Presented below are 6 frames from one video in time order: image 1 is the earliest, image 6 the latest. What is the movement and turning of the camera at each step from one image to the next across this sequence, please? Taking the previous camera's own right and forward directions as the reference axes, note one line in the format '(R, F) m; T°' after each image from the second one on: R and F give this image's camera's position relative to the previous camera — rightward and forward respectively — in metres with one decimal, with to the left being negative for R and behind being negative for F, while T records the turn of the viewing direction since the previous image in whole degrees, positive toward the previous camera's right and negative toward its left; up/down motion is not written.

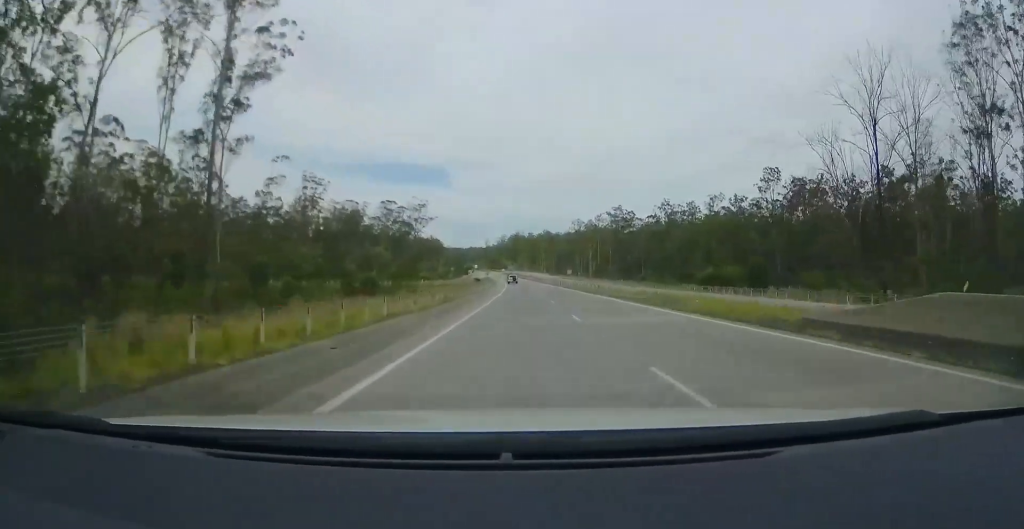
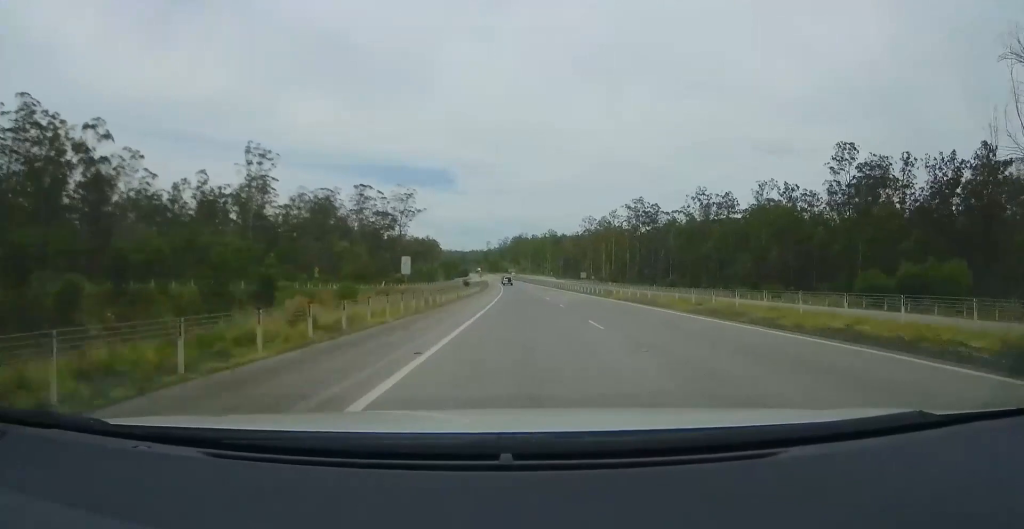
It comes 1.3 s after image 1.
(+0.3, +38.2) m; 0°
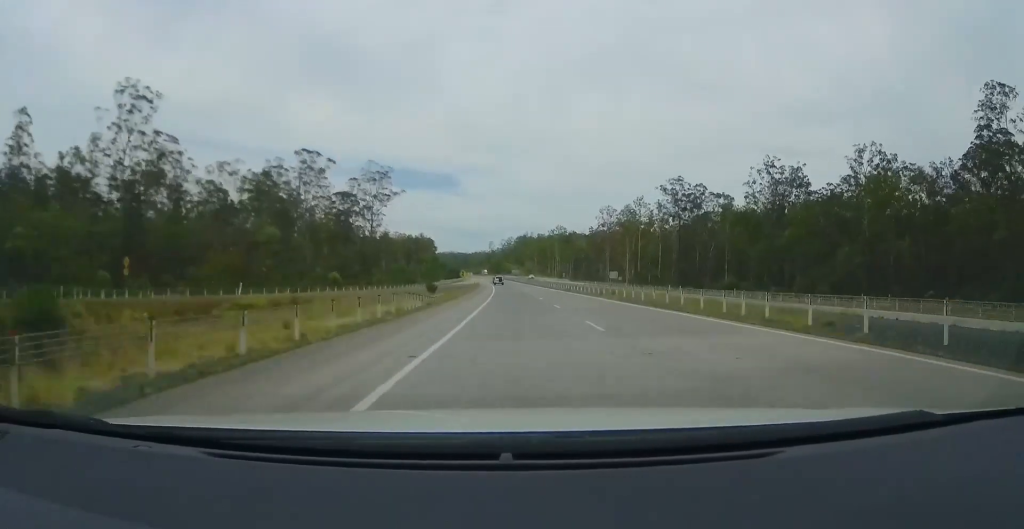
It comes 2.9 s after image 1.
(-0.1, +47.9) m; 0°
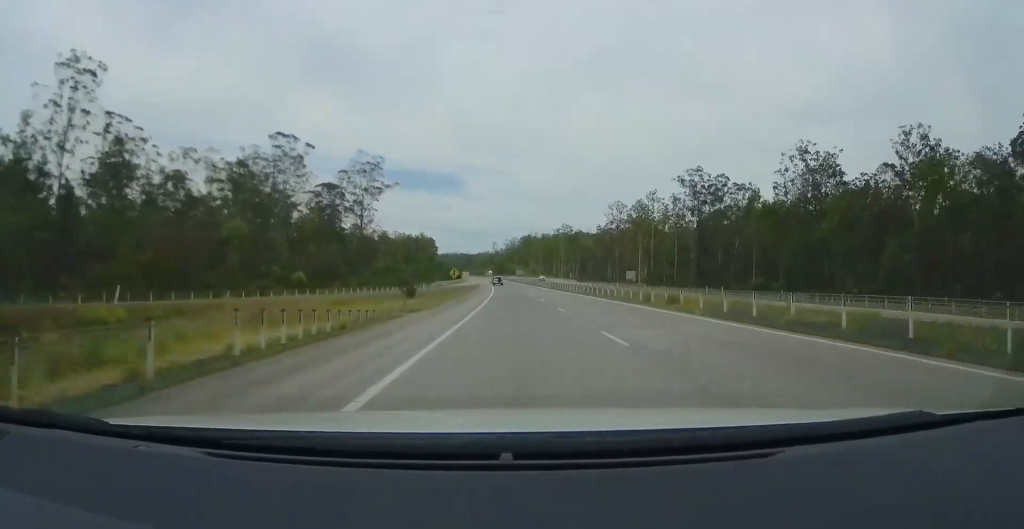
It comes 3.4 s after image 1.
(+0.2, +14.2) m; 0°
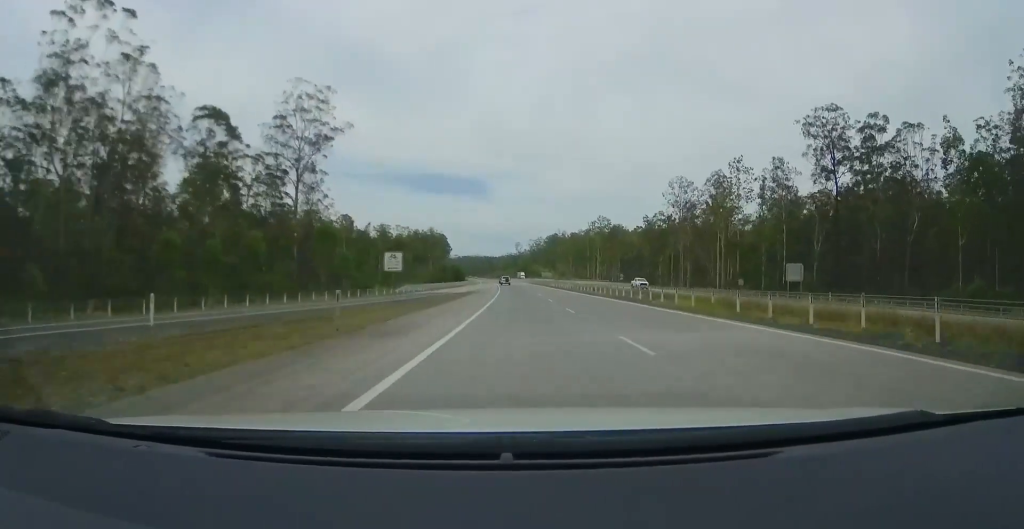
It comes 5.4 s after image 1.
(-1.5, +60.2) m; -3°
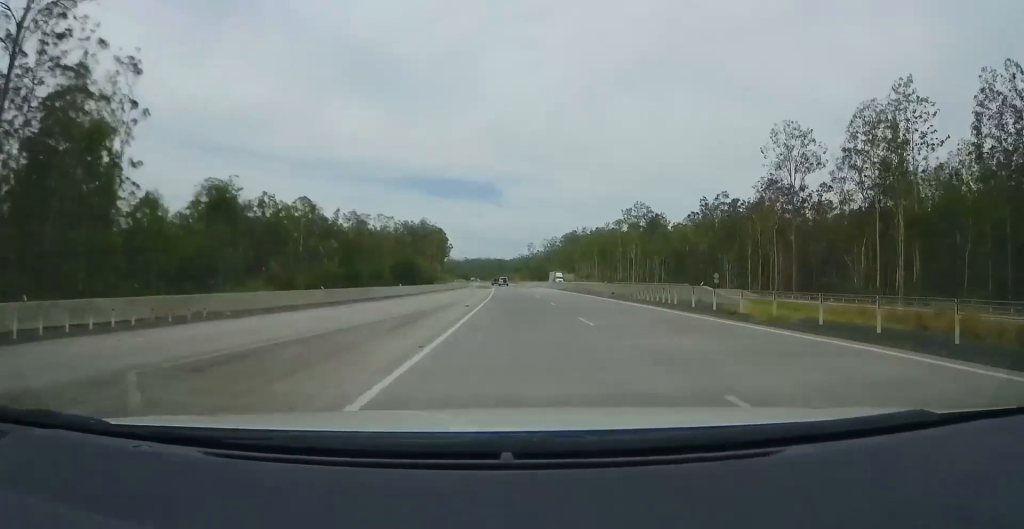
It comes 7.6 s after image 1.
(-0.7, +65.7) m; -1°
